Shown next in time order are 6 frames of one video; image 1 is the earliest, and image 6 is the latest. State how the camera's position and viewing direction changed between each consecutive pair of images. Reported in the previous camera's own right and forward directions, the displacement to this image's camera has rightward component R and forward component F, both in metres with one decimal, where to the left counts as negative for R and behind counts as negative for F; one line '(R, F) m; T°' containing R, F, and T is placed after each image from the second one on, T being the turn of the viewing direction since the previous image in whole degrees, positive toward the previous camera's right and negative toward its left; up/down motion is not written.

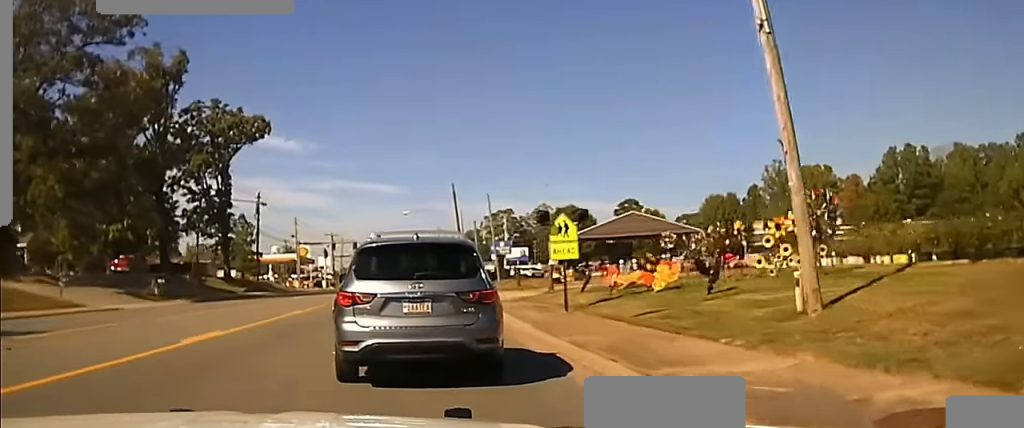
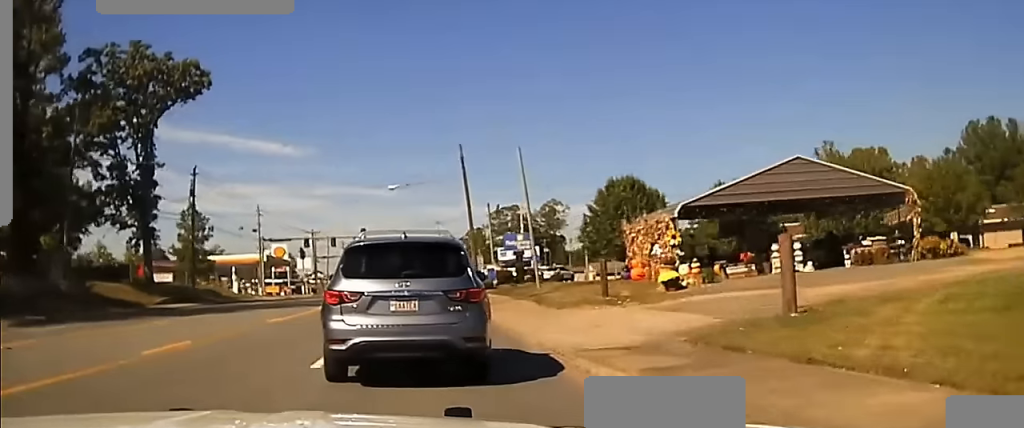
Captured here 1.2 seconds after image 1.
(0.0, +26.0) m; 0°
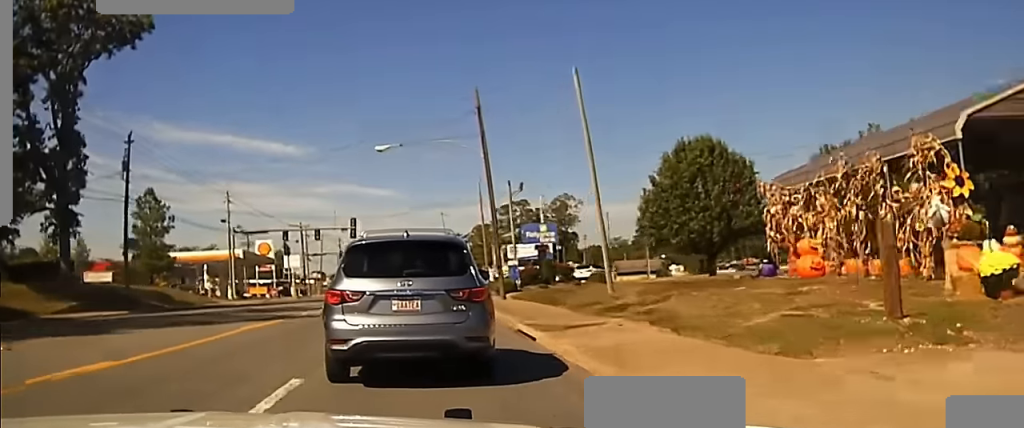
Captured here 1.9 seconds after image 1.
(0.0, +19.0) m; 0°
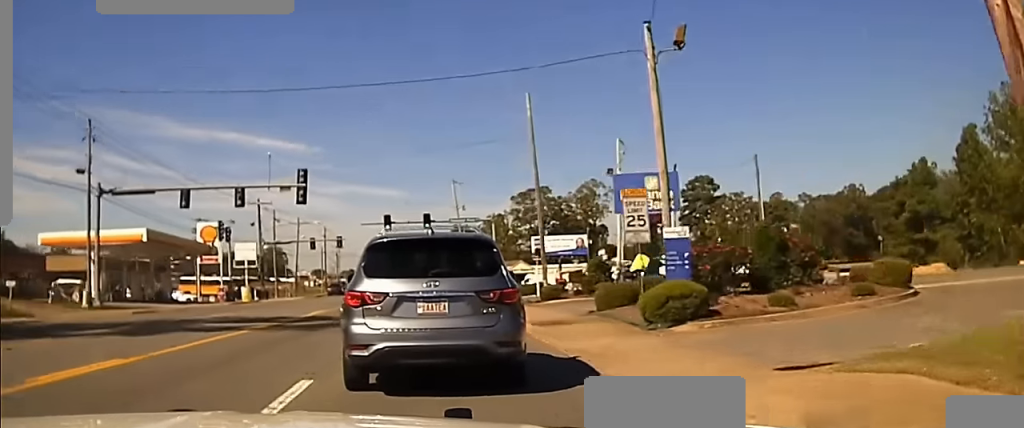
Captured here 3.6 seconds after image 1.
(-0.1, +40.3) m; -2°
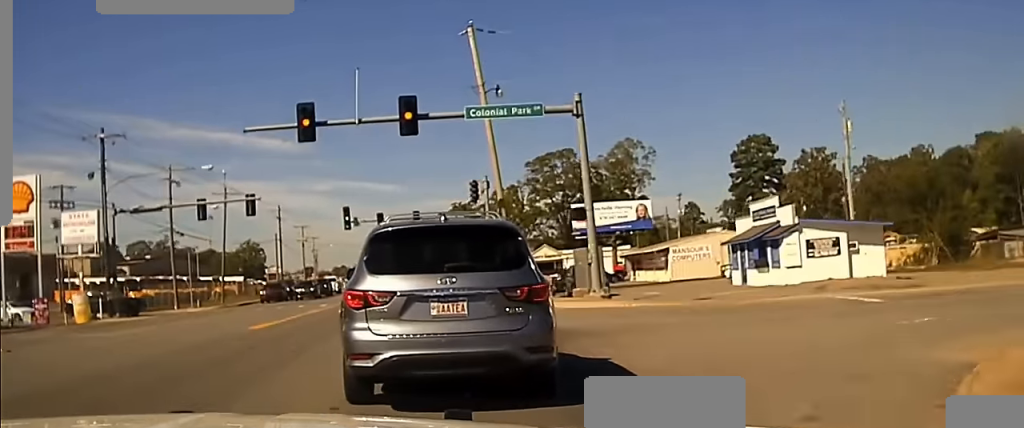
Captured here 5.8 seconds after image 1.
(-0.1, +47.8) m; 0°
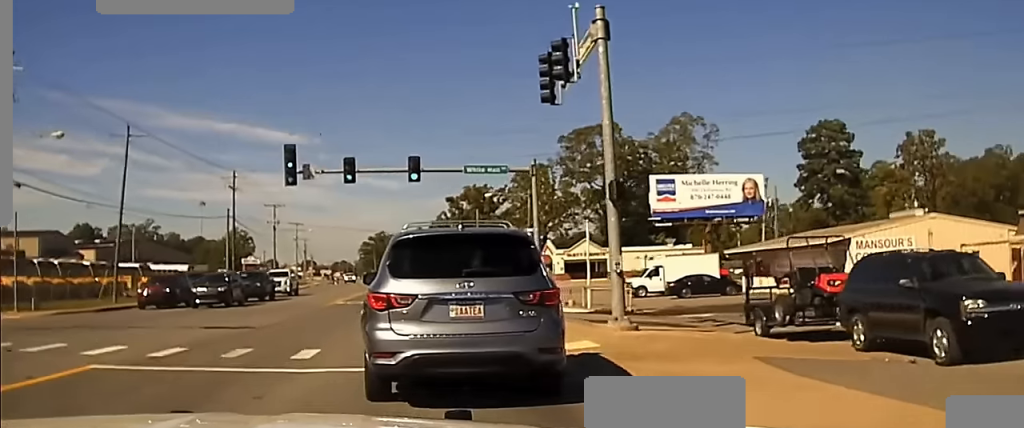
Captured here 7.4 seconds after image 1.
(-0.1, +32.5) m; 0°
